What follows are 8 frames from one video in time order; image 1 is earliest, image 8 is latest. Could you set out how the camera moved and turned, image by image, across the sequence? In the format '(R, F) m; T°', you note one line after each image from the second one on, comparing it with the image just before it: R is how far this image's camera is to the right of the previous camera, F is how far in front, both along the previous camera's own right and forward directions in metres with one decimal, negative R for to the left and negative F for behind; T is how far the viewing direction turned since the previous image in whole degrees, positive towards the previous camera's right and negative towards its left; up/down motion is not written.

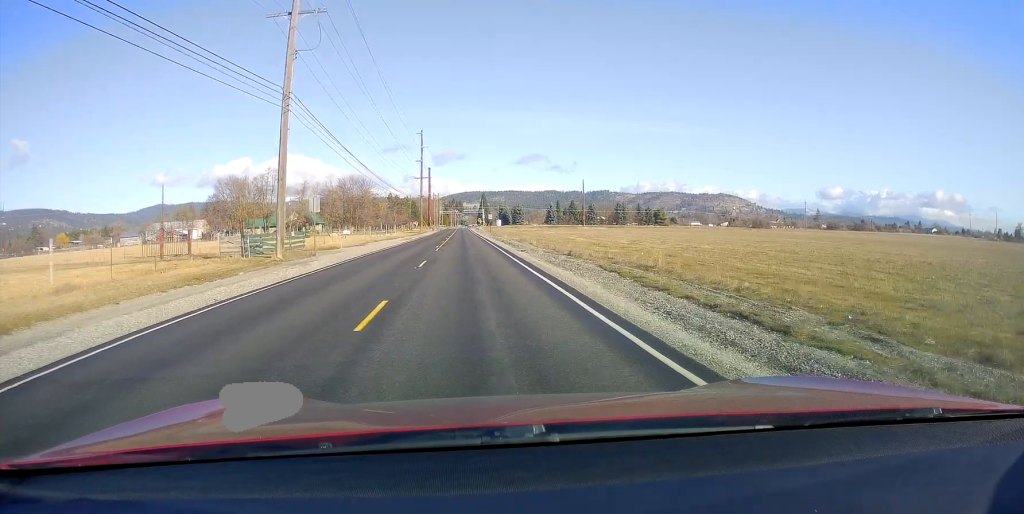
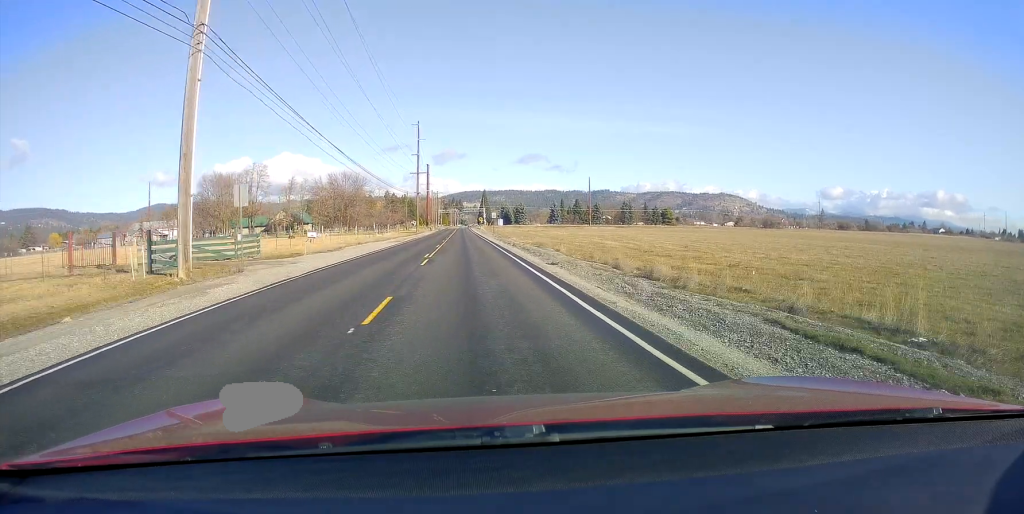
(+0.1, +11.5) m; +1°
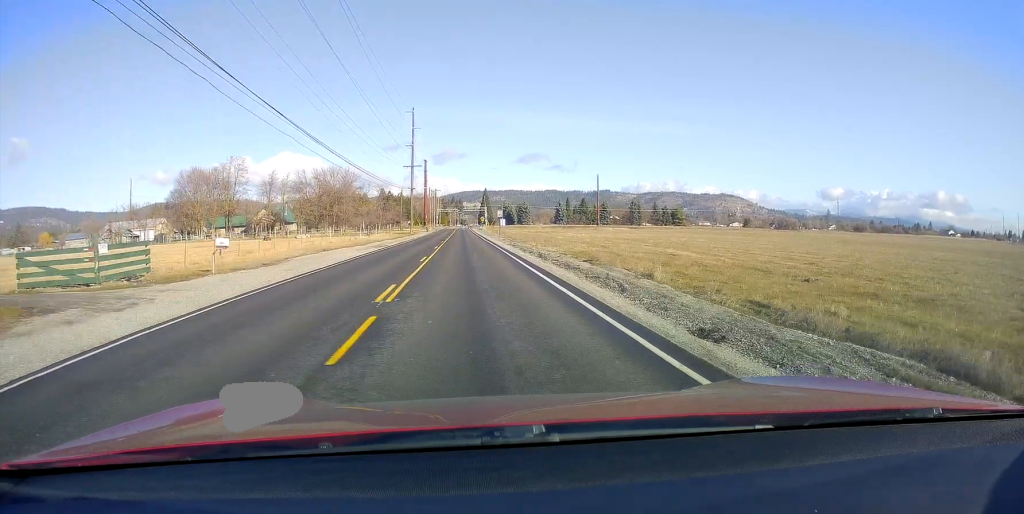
(+0.3, +14.7) m; +1°
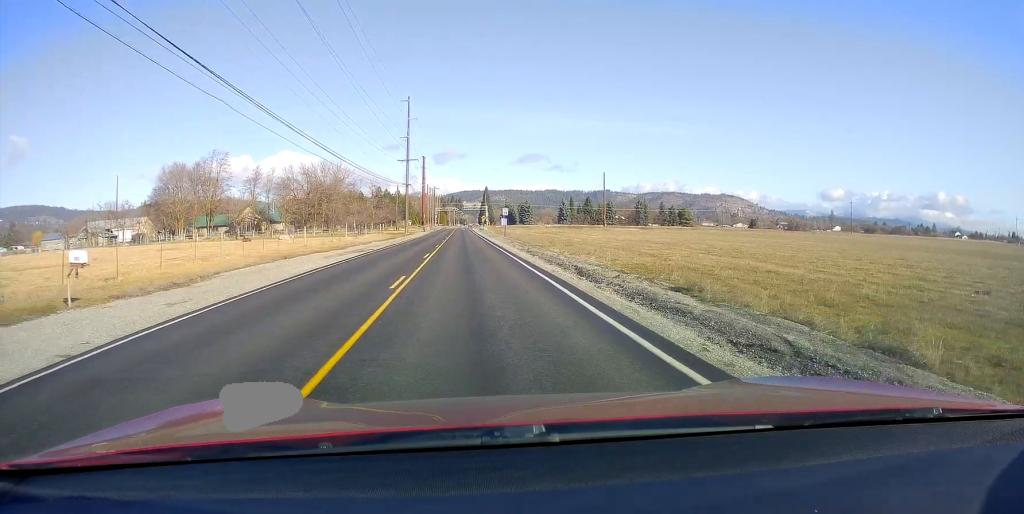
(+0.1, +10.0) m; -1°
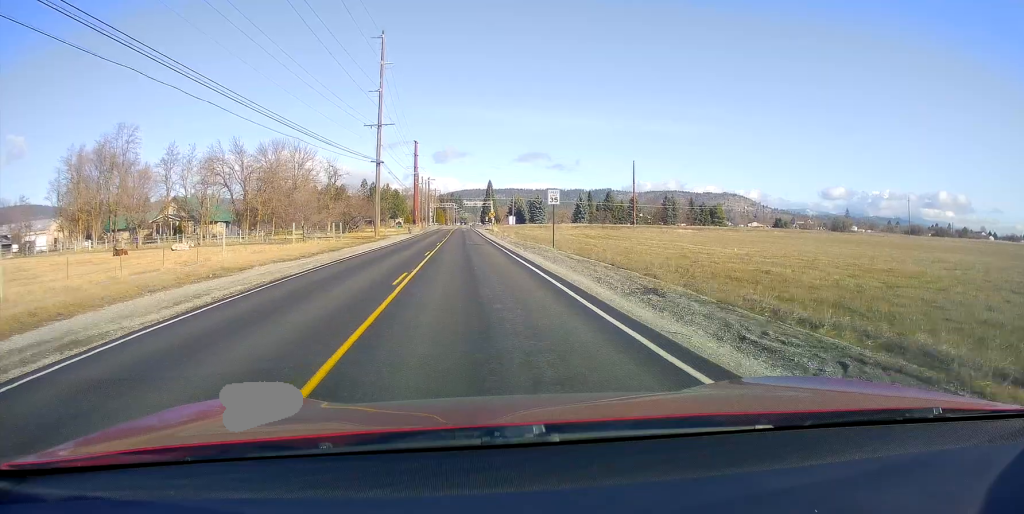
(-0.9, +35.7) m; 0°
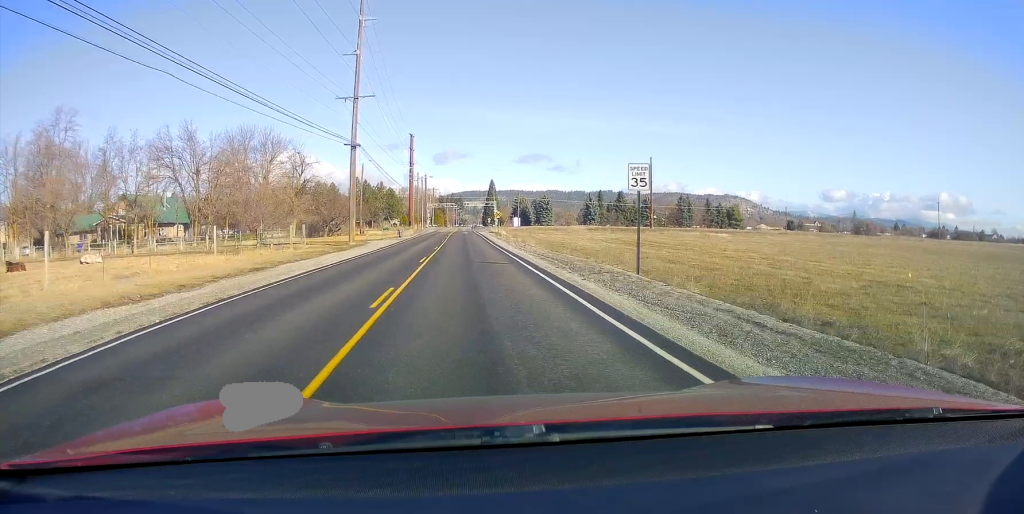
(+0.3, +15.8) m; +1°
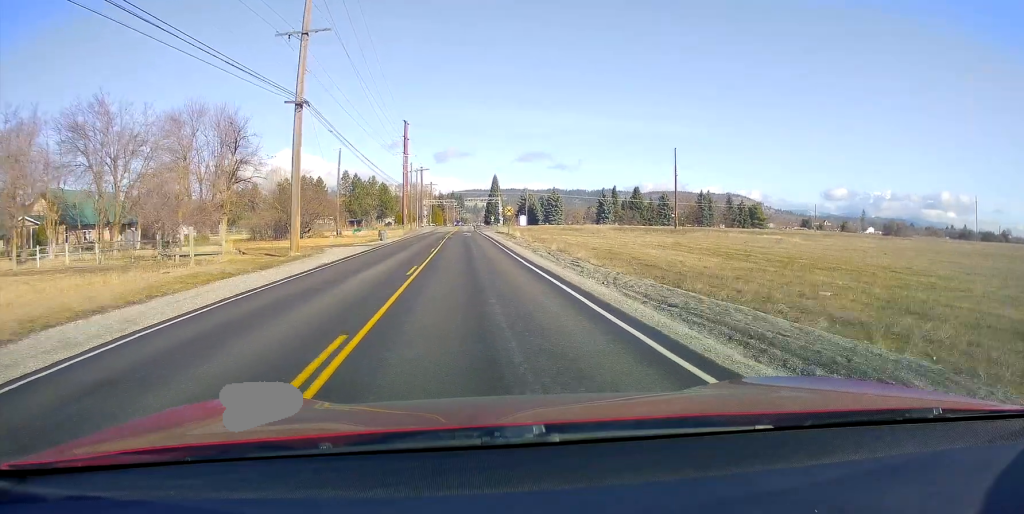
(+0.1, +17.9) m; -1°
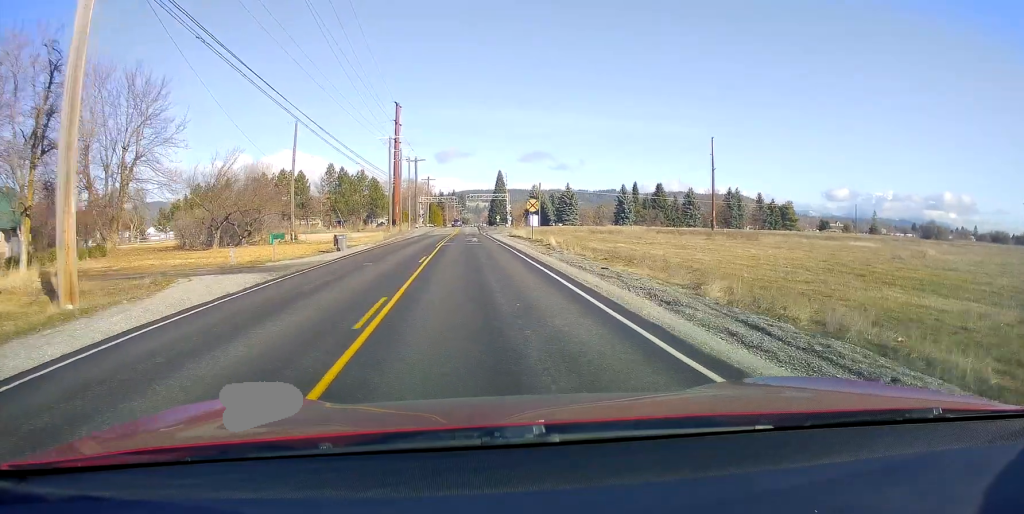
(-0.6, +21.2) m; -1°
